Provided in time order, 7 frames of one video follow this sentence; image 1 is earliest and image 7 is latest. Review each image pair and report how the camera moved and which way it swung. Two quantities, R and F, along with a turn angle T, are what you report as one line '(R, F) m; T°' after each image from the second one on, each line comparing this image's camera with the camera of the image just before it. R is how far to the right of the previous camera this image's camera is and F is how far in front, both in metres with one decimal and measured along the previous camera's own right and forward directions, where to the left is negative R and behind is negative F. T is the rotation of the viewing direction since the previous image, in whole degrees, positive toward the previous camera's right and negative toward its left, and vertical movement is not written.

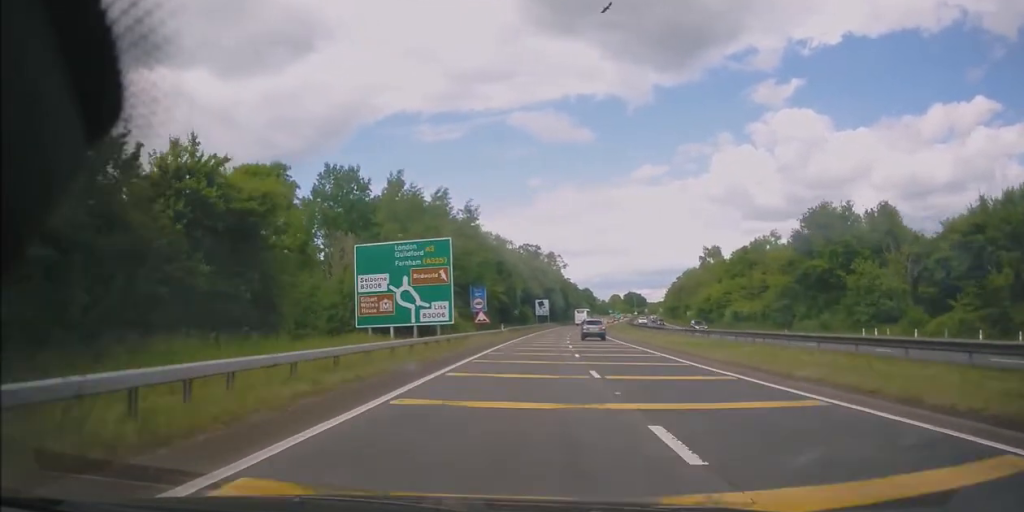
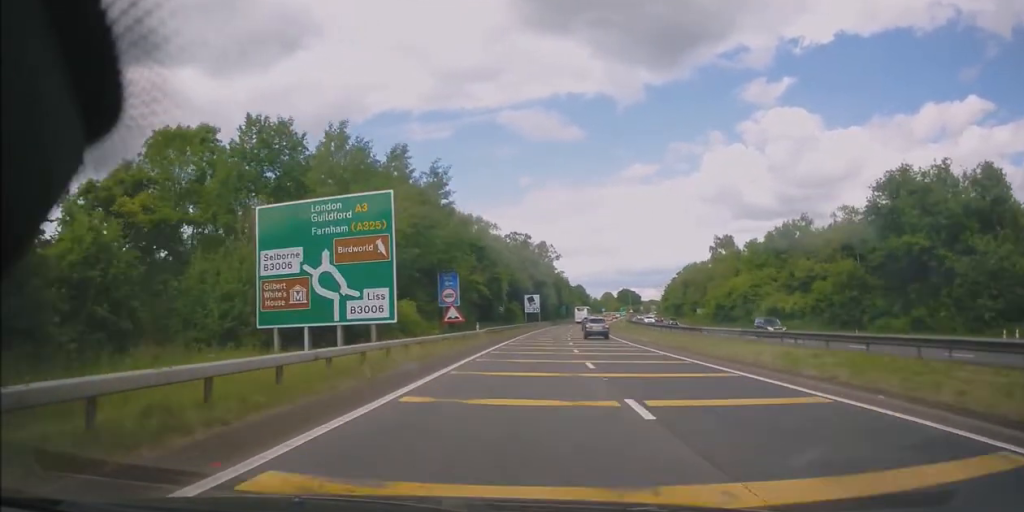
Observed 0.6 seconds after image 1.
(+0.1, +14.3) m; +1°
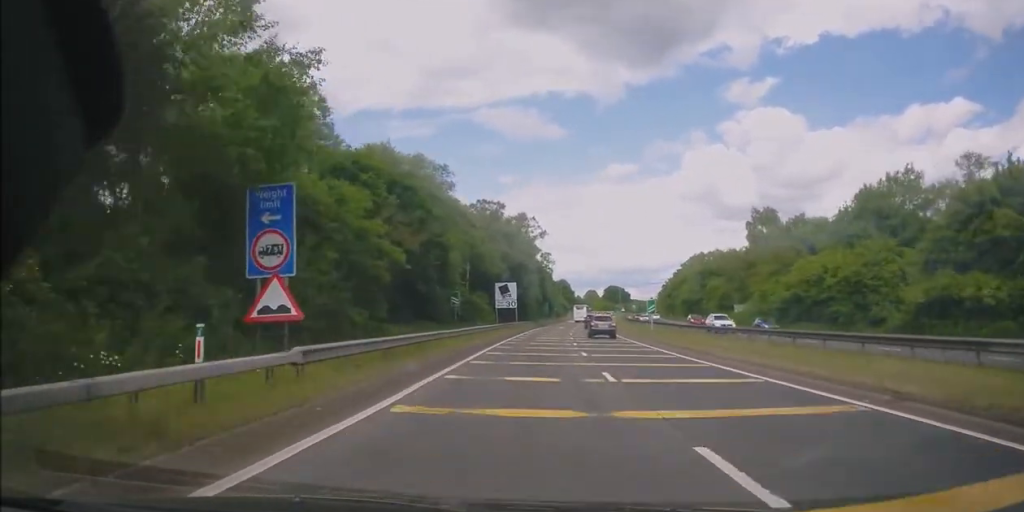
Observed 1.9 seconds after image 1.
(+0.7, +30.6) m; +3°
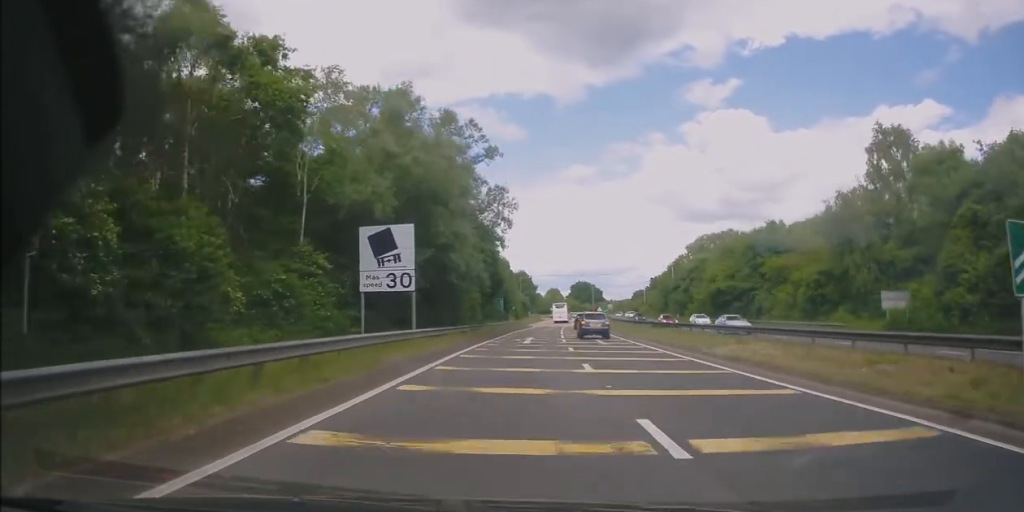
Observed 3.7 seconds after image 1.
(+1.9, +42.0) m; +5°
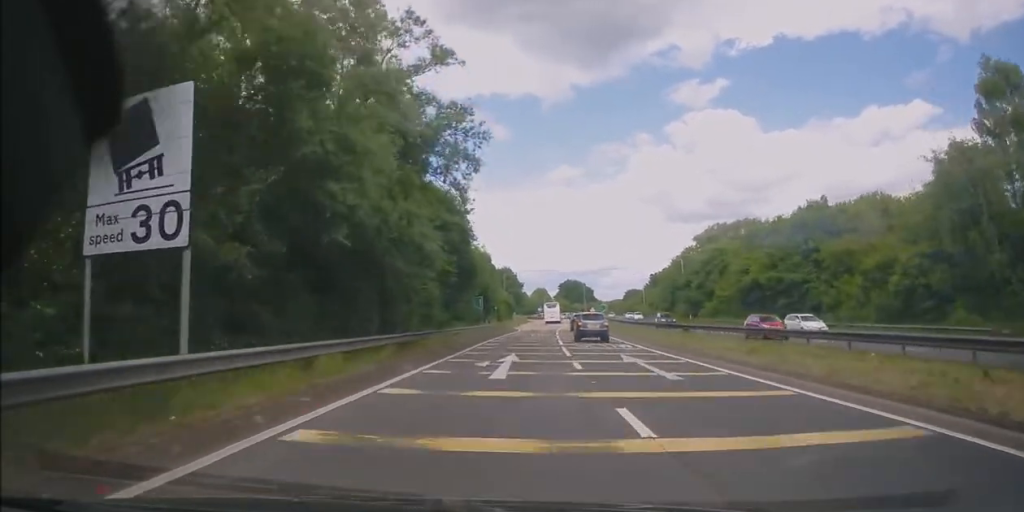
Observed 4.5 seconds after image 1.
(+0.3, +16.7) m; +2°
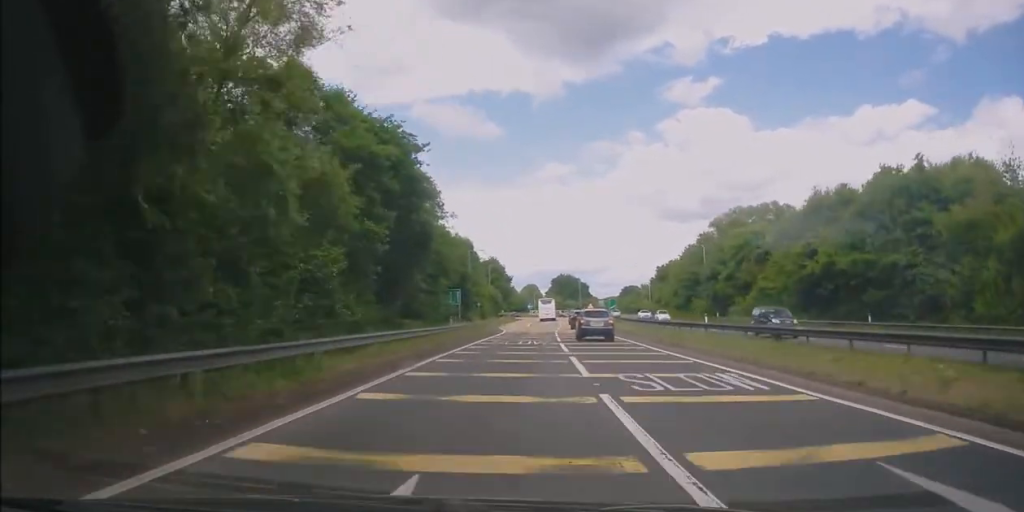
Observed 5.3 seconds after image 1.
(+0.3, +17.0) m; 0°
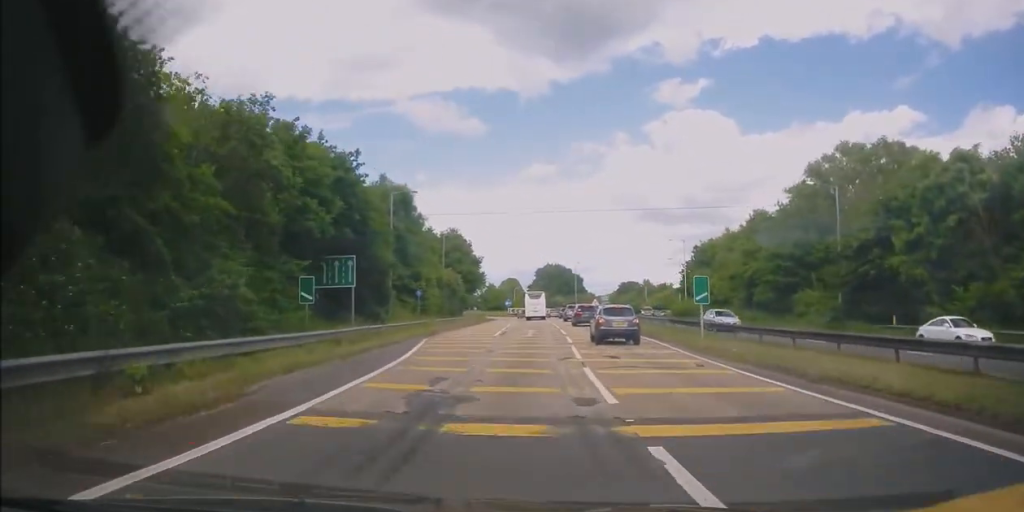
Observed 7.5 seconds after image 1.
(+0.2, +38.7) m; 0°
